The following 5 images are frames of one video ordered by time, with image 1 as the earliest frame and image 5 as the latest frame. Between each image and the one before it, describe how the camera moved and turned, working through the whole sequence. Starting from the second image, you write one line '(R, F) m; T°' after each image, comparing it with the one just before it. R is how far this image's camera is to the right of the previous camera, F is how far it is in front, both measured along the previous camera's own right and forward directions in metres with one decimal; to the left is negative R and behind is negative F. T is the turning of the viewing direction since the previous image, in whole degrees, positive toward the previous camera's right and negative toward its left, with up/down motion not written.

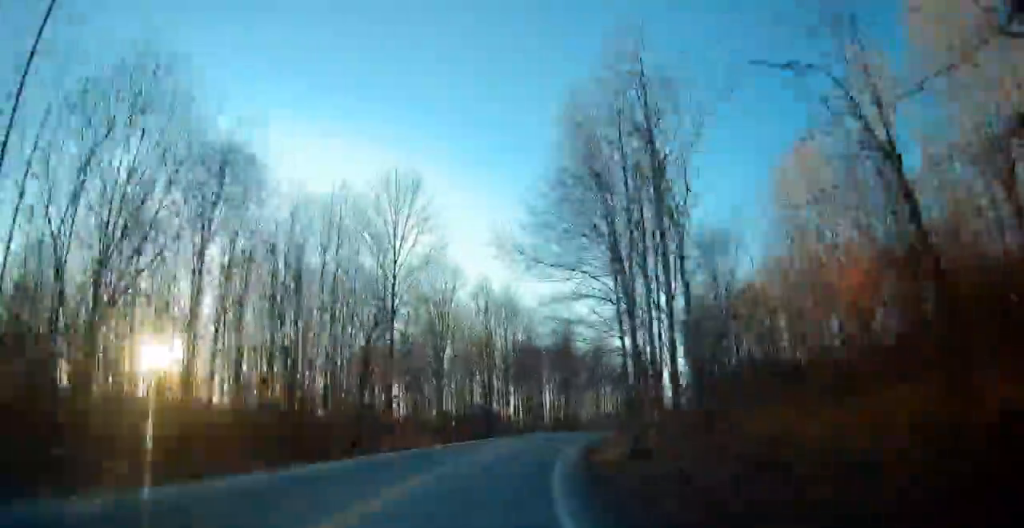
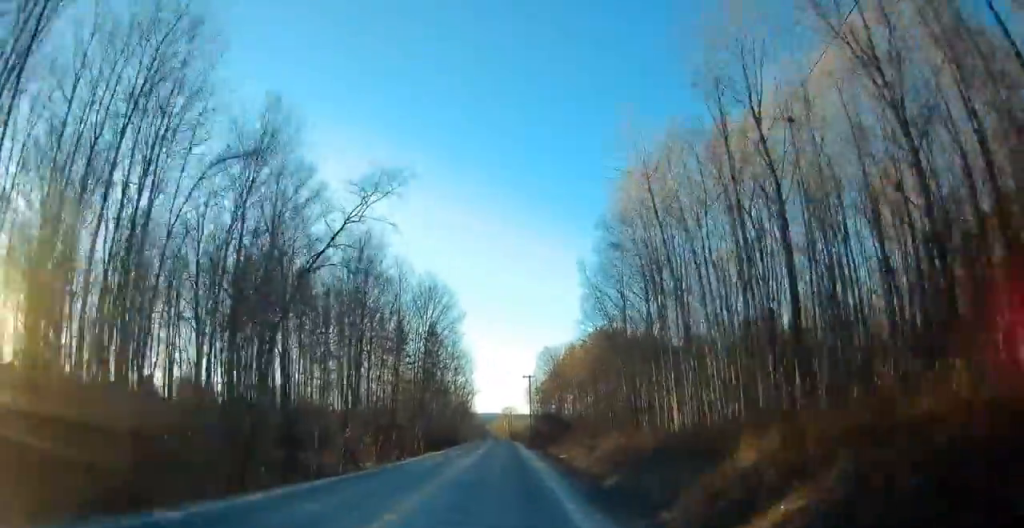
(+11.9, +65.1) m; +23°
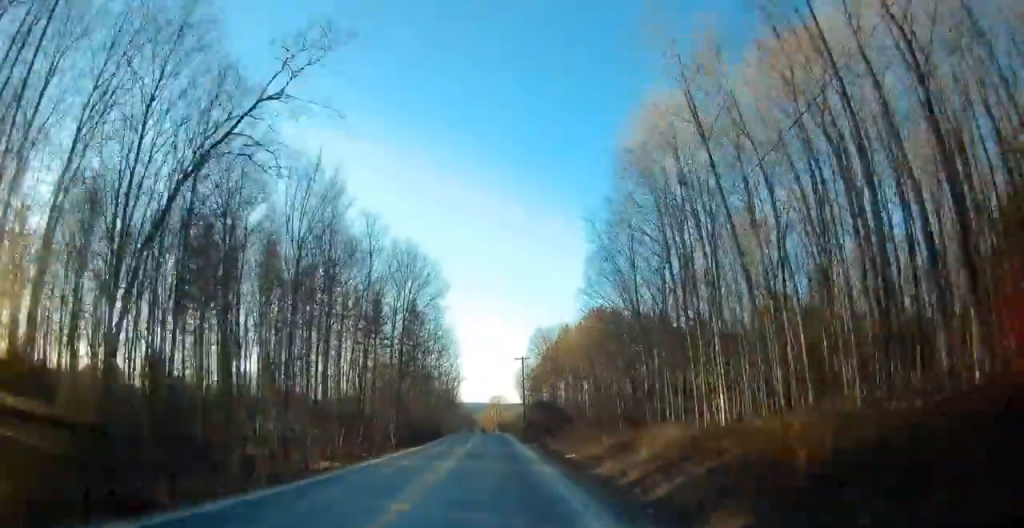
(+0.5, +9.0) m; +2°
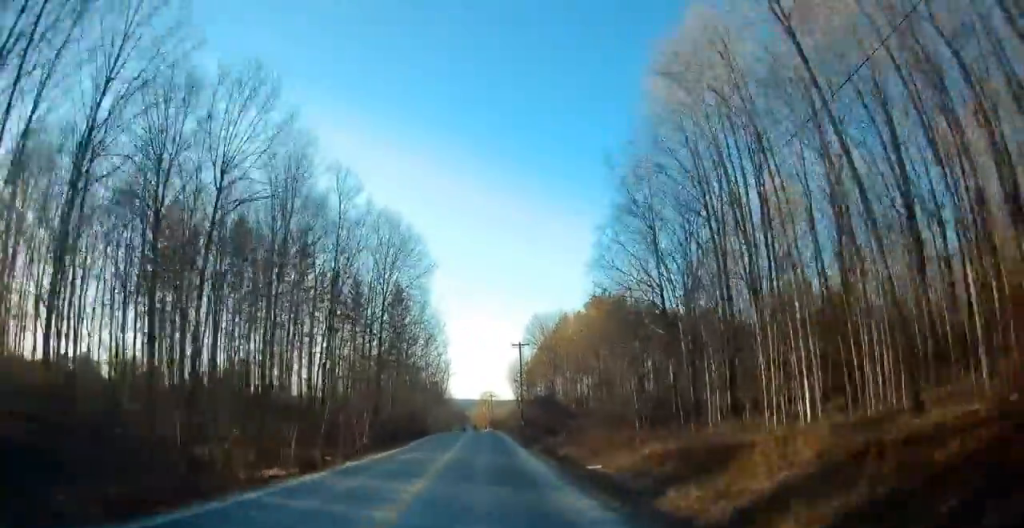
(+0.2, +8.5) m; +2°
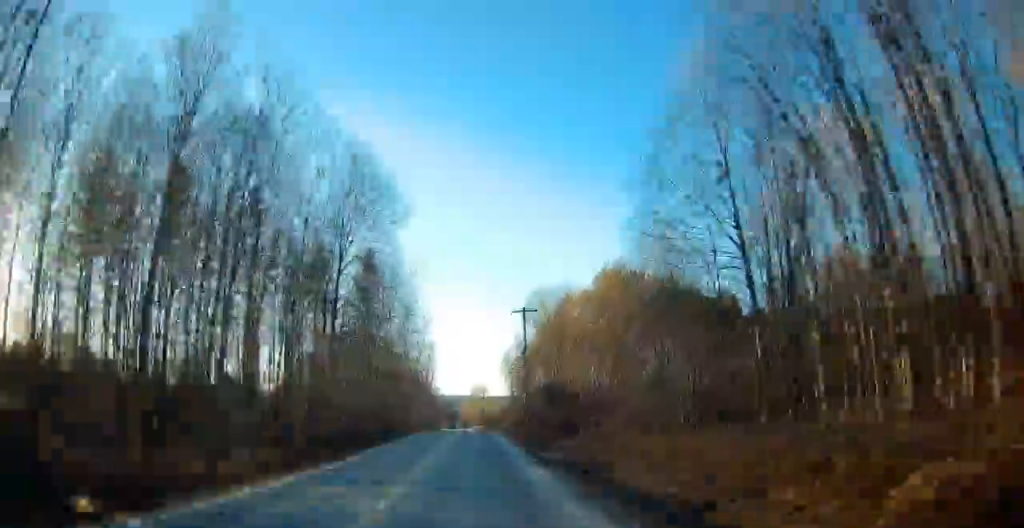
(0.0, +15.3) m; +2°
